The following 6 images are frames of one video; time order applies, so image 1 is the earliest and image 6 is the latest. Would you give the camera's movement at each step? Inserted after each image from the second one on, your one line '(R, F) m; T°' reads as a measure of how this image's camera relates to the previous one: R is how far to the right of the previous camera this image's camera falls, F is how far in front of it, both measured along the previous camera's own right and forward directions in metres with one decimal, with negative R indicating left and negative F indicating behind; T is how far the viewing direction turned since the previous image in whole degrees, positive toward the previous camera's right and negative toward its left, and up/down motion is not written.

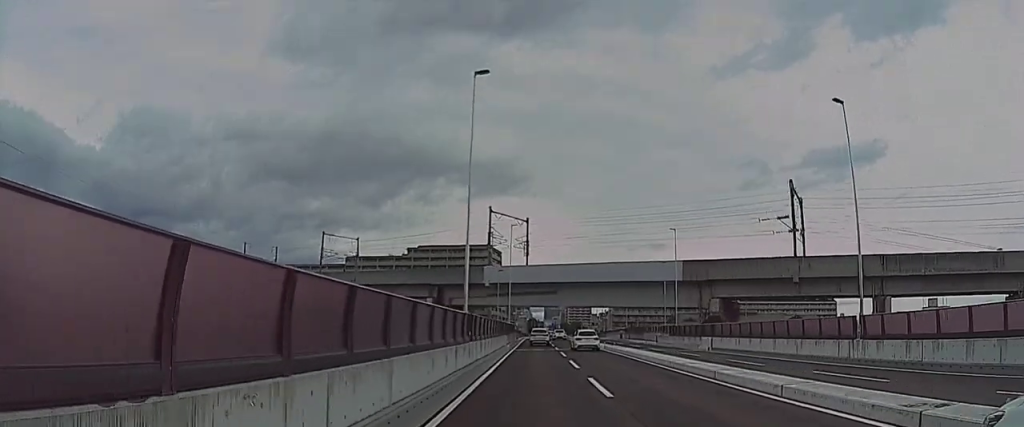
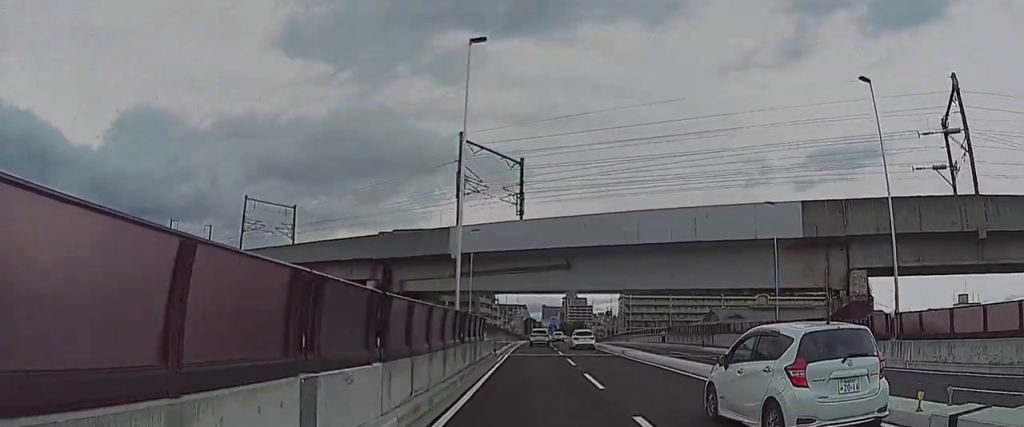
(+0.3, +40.3) m; -4°
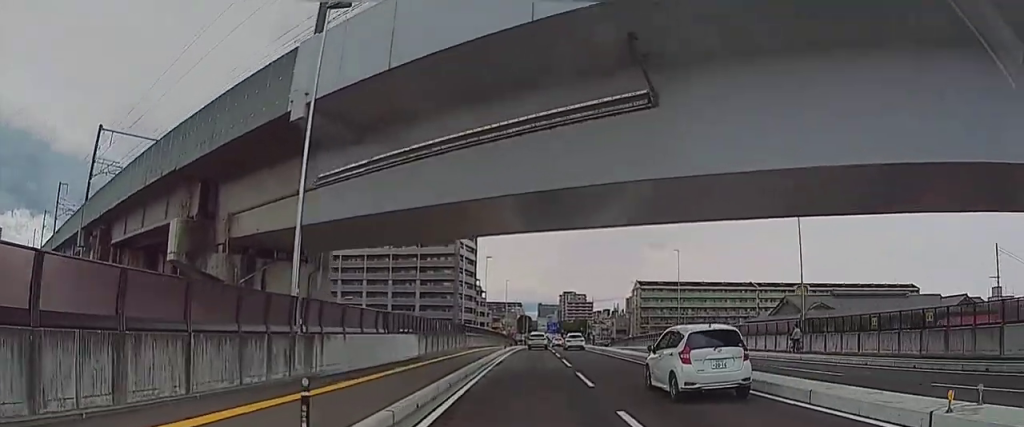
(+2.4, +43.6) m; +7°
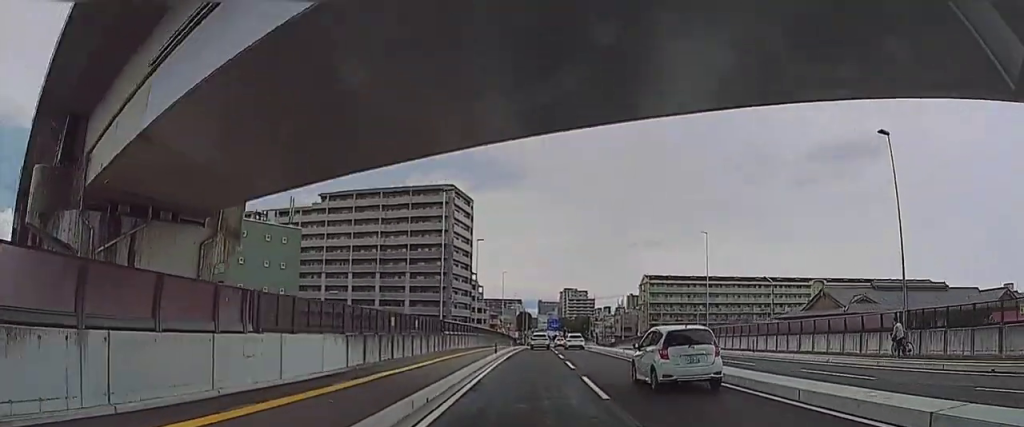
(0.0, +12.1) m; -3°
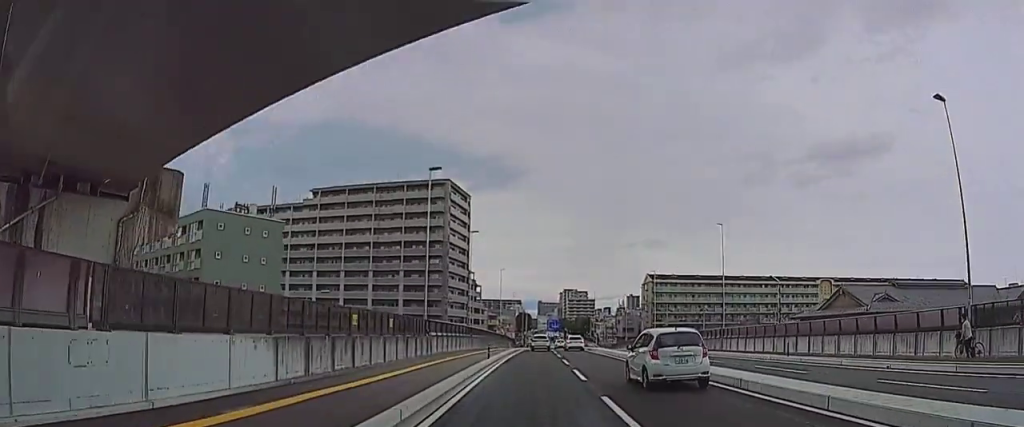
(0.0, +5.4) m; -3°
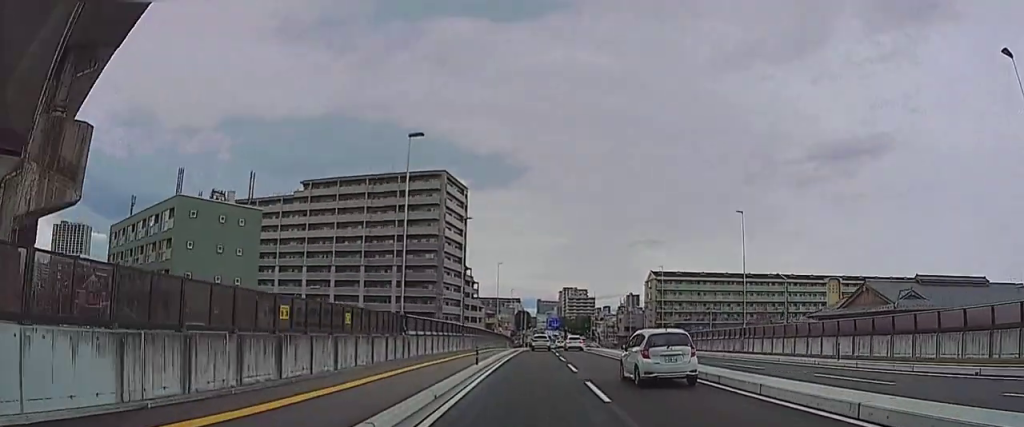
(+0.1, +5.8) m; -3°
